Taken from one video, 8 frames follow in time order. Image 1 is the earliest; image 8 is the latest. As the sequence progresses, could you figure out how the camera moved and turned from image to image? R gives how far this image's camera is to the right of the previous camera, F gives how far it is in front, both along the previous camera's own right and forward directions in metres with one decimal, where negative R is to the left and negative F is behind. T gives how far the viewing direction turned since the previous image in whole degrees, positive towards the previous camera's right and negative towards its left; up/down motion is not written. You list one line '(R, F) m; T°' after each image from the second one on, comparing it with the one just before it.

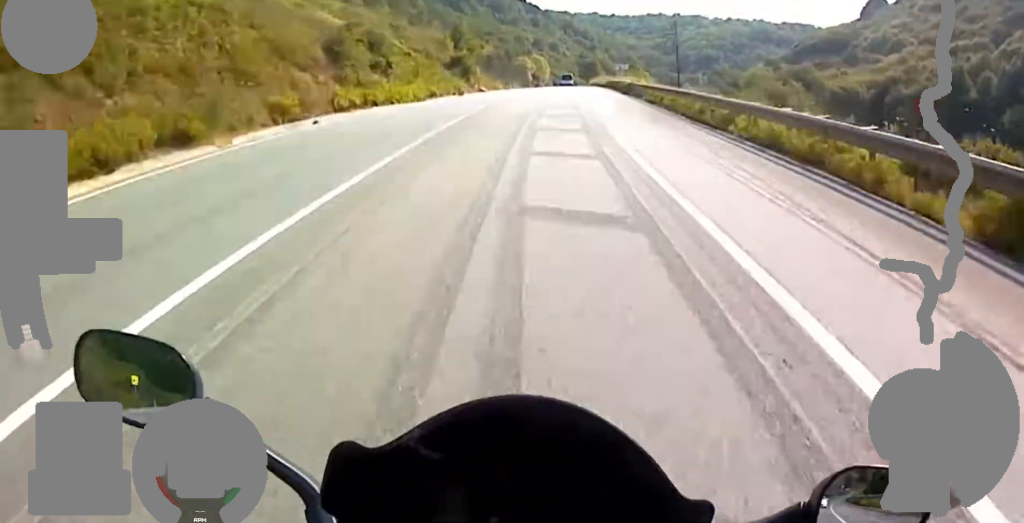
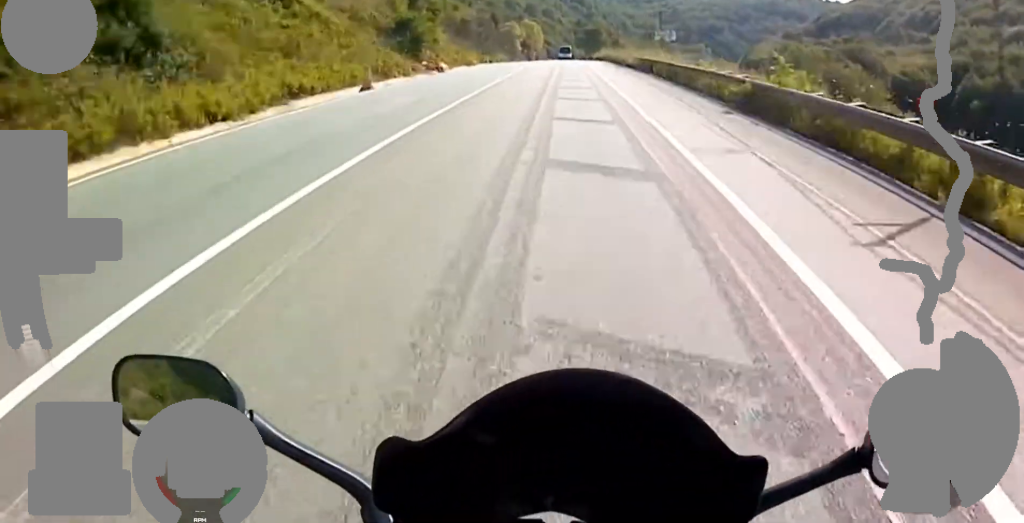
(+1.7, +25.5) m; +3°
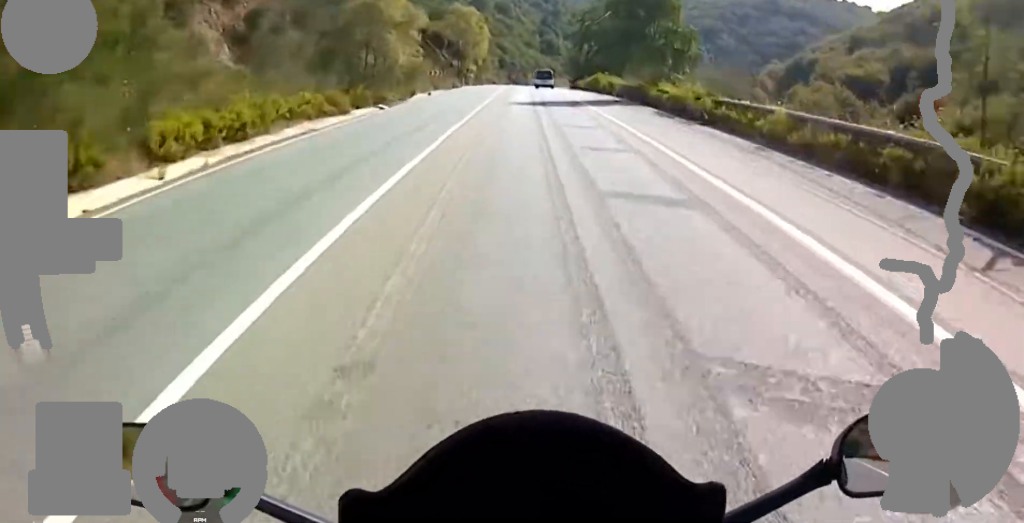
(+1.9, +77.8) m; +1°
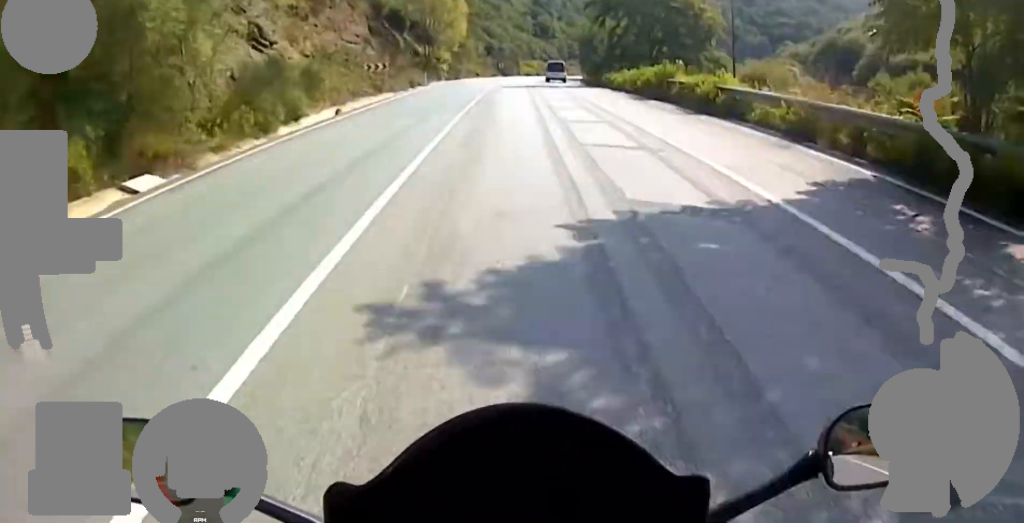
(0.0, +23.2) m; 0°
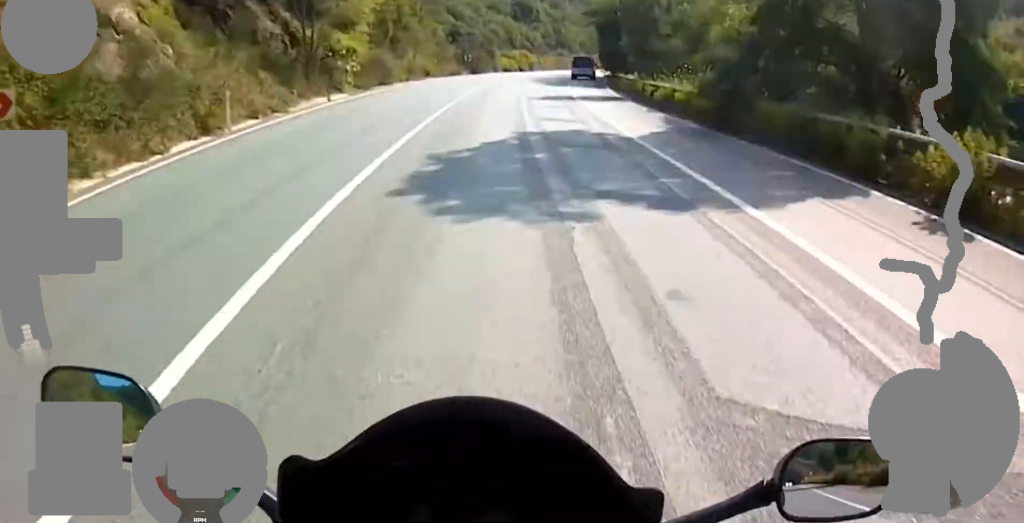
(0.0, +33.7) m; 0°
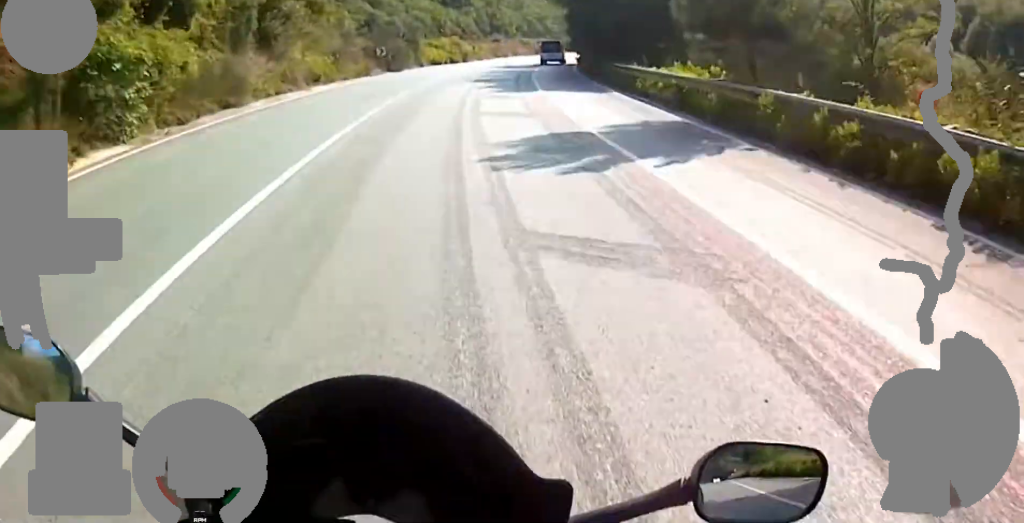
(0.0, +18.2) m; 0°
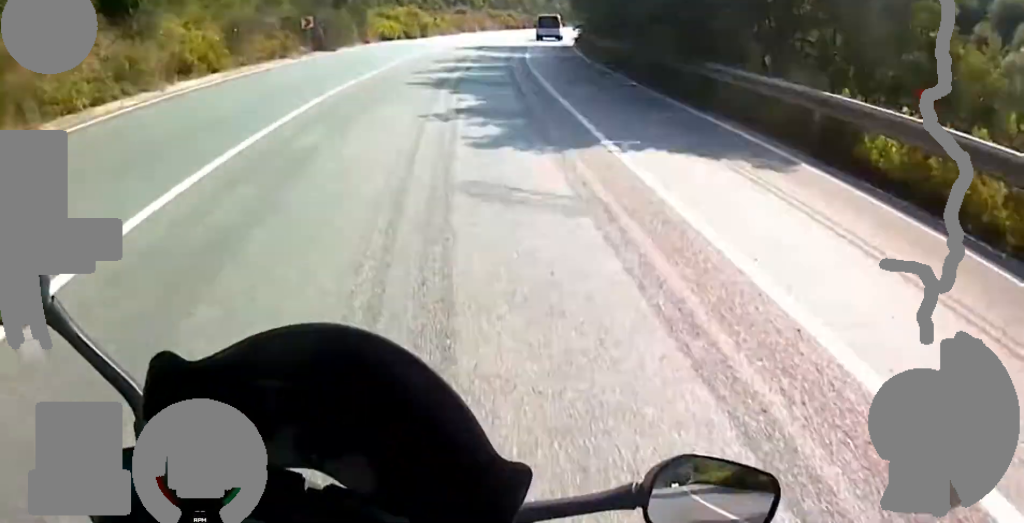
(+0.1, +16.0) m; 0°
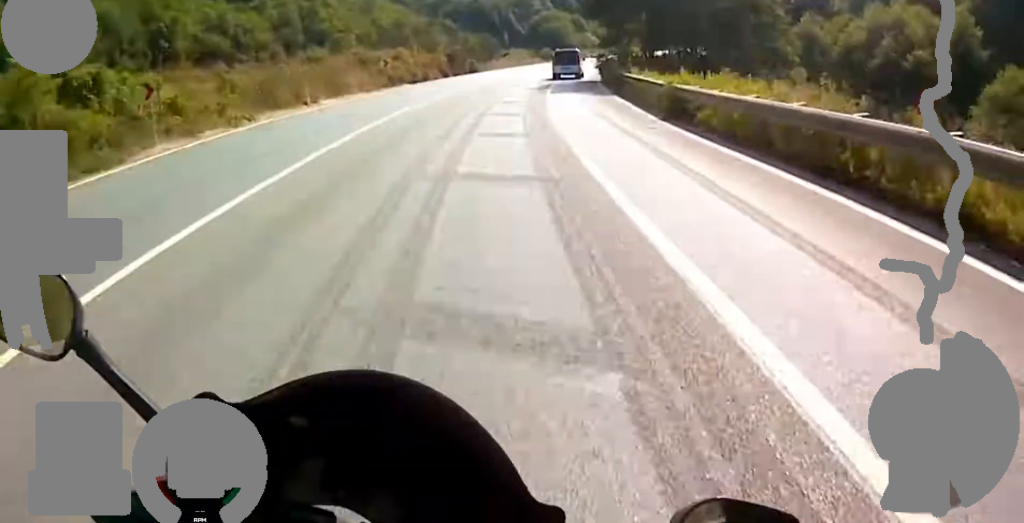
(+2.8, +46.0) m; +15°
